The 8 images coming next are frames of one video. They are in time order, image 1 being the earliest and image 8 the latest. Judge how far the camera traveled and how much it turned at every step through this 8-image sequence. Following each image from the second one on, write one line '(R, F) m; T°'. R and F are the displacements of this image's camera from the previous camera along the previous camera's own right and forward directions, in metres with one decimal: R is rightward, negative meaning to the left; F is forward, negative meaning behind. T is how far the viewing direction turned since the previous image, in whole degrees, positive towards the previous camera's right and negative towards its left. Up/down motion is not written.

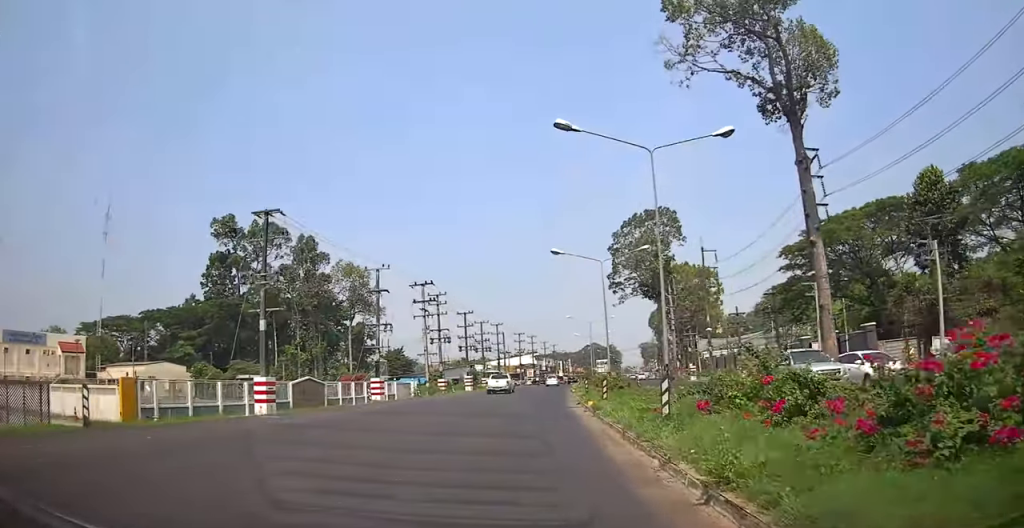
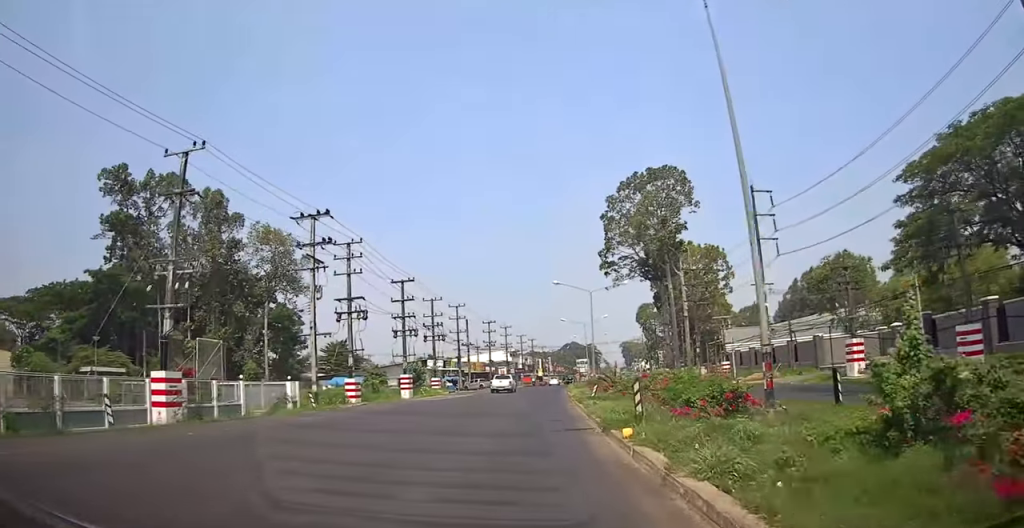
(-0.2, +28.3) m; 0°
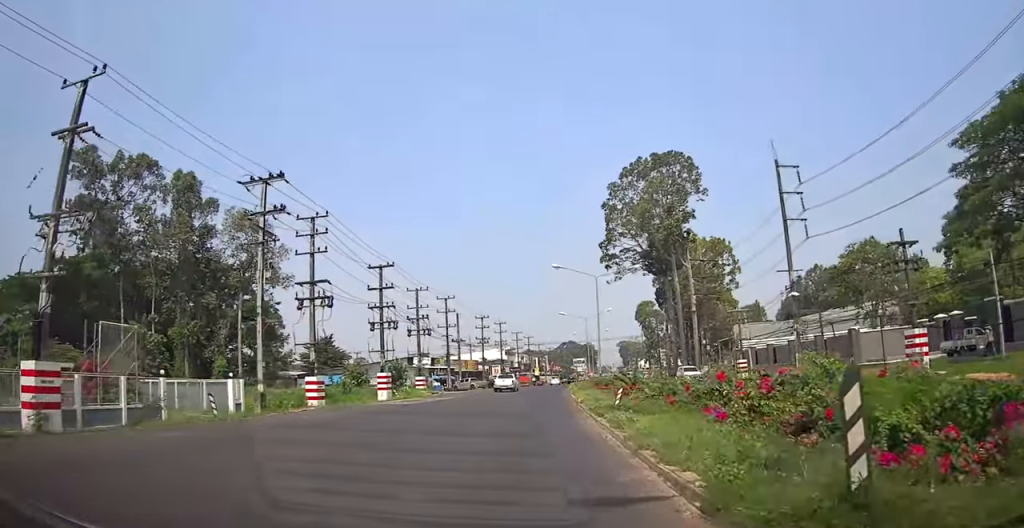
(+0.1, +7.2) m; +1°
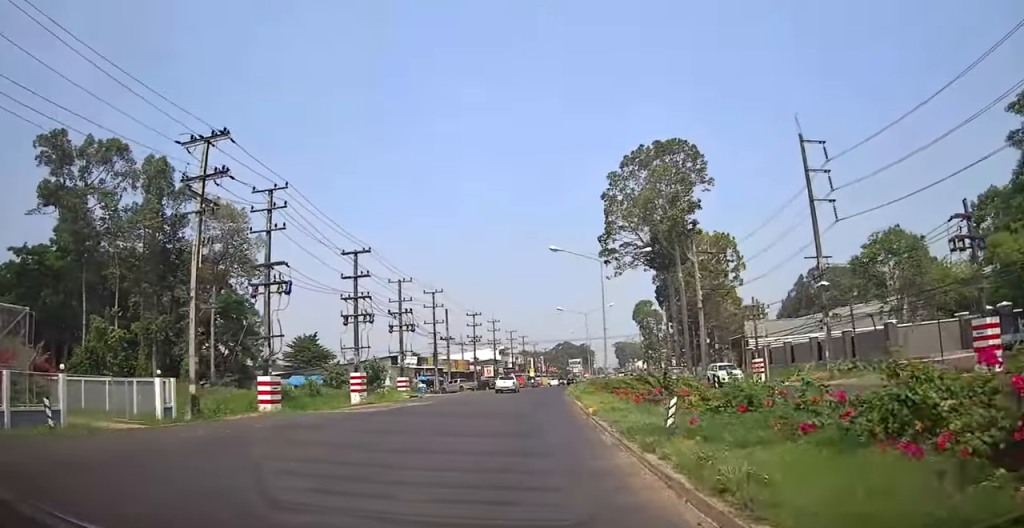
(0.0, +6.2) m; +1°
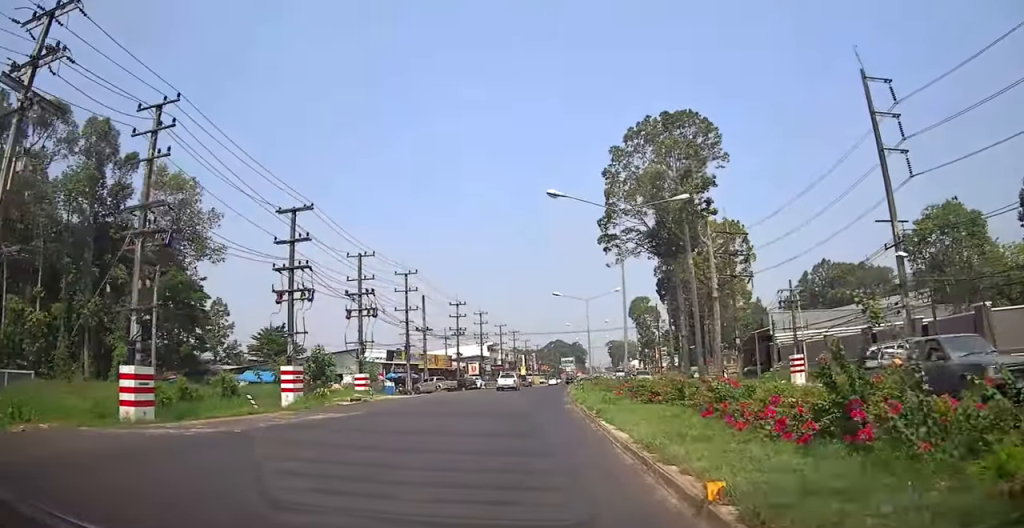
(+0.1, +11.3) m; +1°
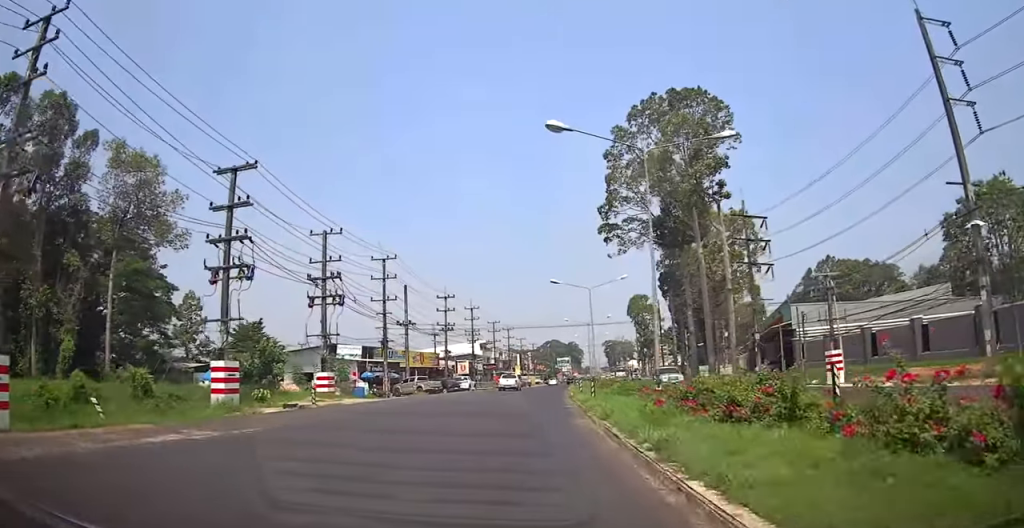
(0.0, +7.1) m; +1°
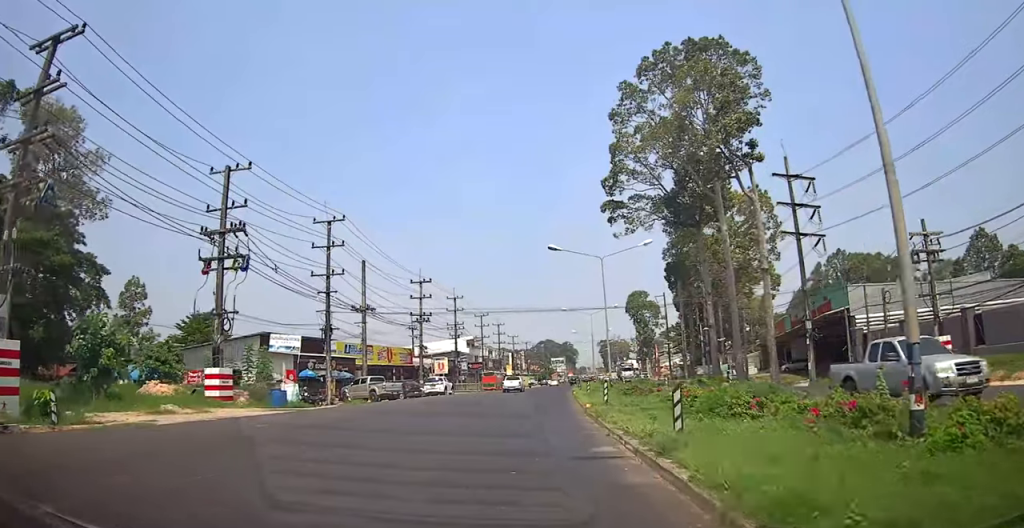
(+0.1, +12.7) m; +1°
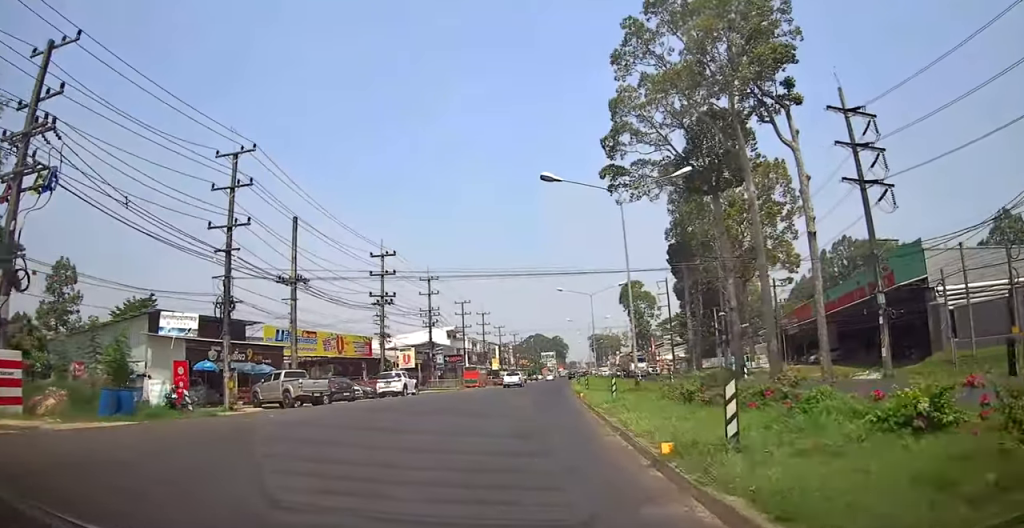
(+0.2, +11.9) m; +2°
